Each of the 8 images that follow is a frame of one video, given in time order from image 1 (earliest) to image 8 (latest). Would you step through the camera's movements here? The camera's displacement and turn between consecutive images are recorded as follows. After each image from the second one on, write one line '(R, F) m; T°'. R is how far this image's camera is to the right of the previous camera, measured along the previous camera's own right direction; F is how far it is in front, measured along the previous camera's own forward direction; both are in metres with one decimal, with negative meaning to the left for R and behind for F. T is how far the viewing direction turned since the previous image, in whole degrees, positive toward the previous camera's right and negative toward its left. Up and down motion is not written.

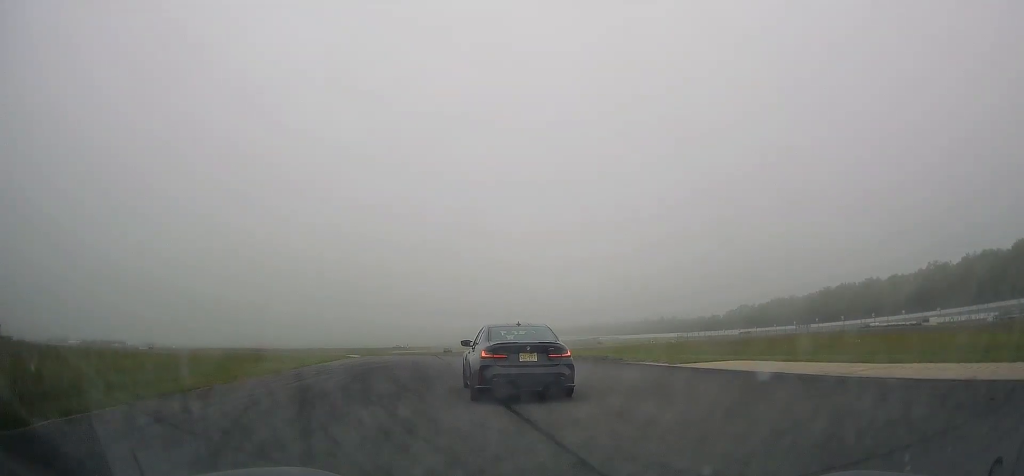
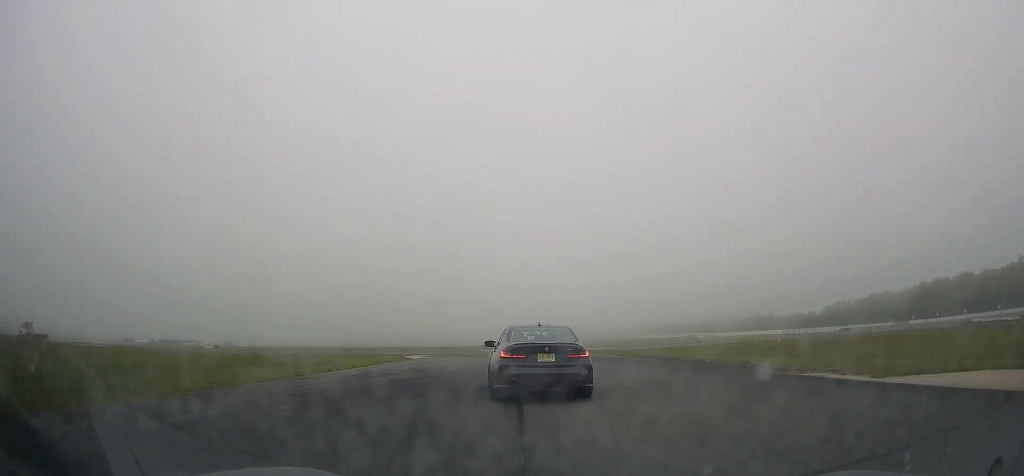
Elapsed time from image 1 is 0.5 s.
(-1.2, +9.4) m; -8°
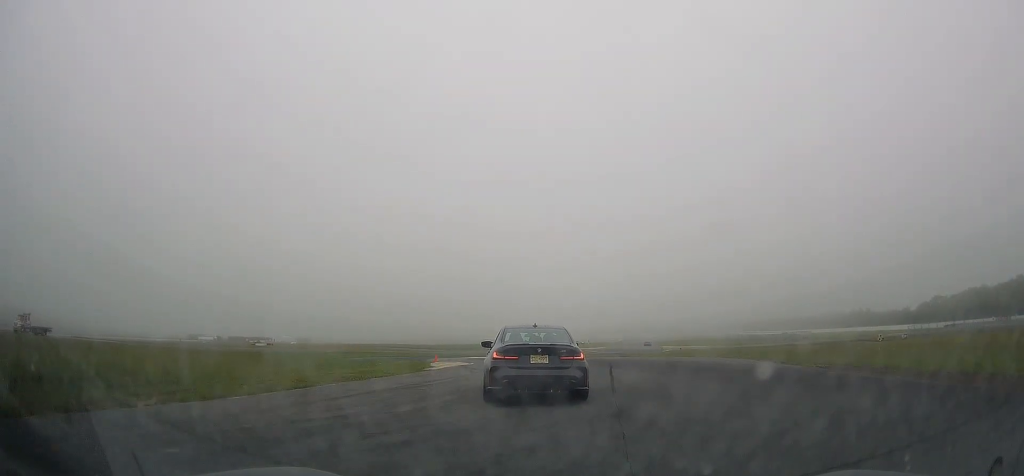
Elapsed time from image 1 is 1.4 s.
(-1.8, +17.4) m; -10°
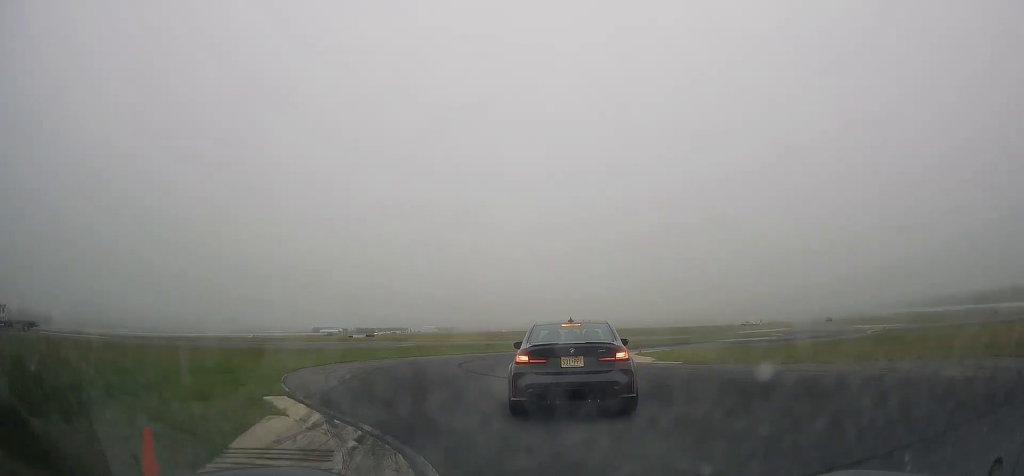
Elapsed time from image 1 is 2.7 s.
(-3.0, +28.4) m; -10°
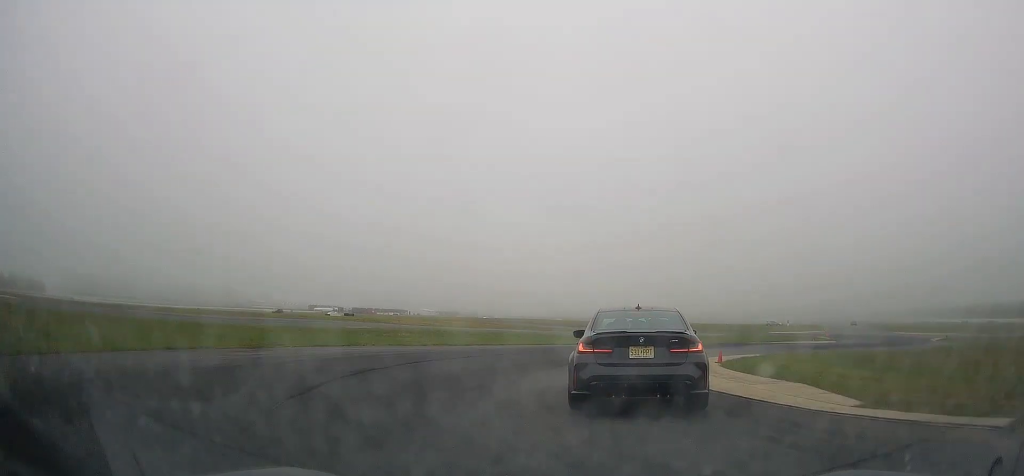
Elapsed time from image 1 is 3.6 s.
(-0.5, +17.1) m; 0°
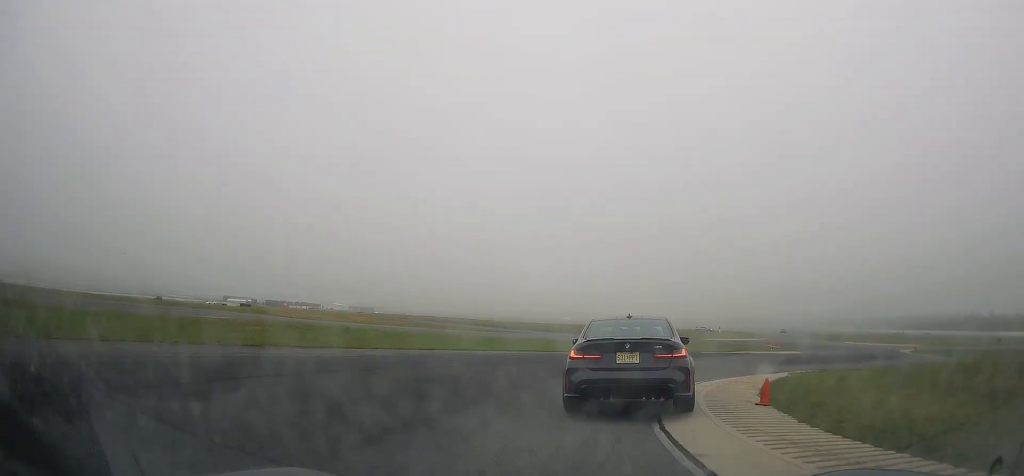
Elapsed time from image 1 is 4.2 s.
(+0.2, +11.8) m; +6°
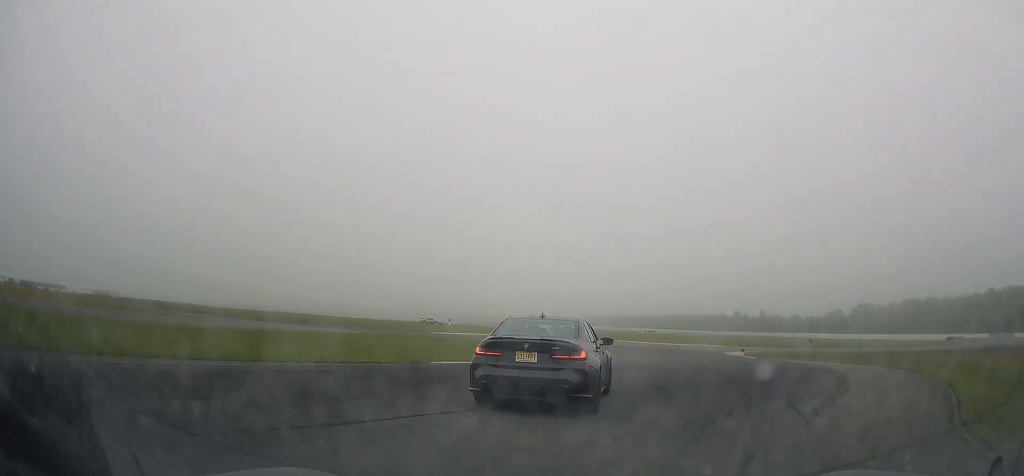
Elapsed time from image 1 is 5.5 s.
(+3.8, +22.7) m; +20°
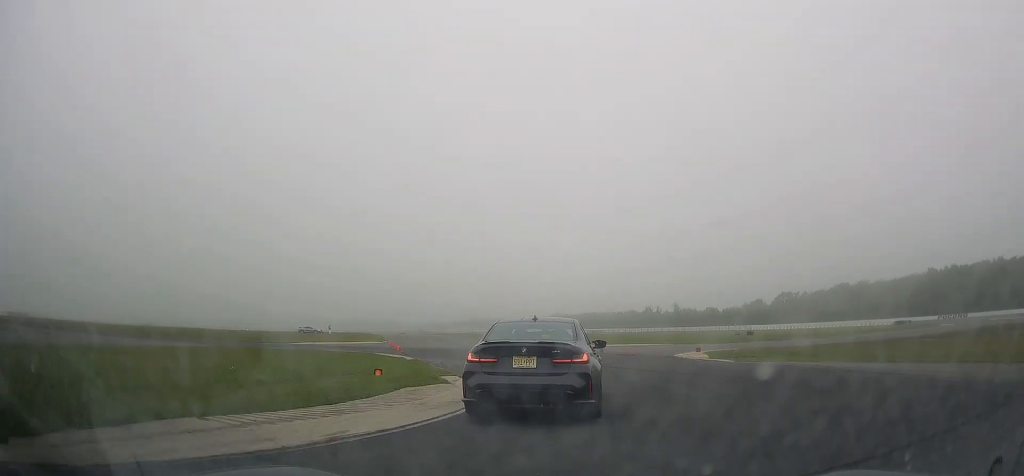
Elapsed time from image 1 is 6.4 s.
(+1.9, +16.3) m; +8°
